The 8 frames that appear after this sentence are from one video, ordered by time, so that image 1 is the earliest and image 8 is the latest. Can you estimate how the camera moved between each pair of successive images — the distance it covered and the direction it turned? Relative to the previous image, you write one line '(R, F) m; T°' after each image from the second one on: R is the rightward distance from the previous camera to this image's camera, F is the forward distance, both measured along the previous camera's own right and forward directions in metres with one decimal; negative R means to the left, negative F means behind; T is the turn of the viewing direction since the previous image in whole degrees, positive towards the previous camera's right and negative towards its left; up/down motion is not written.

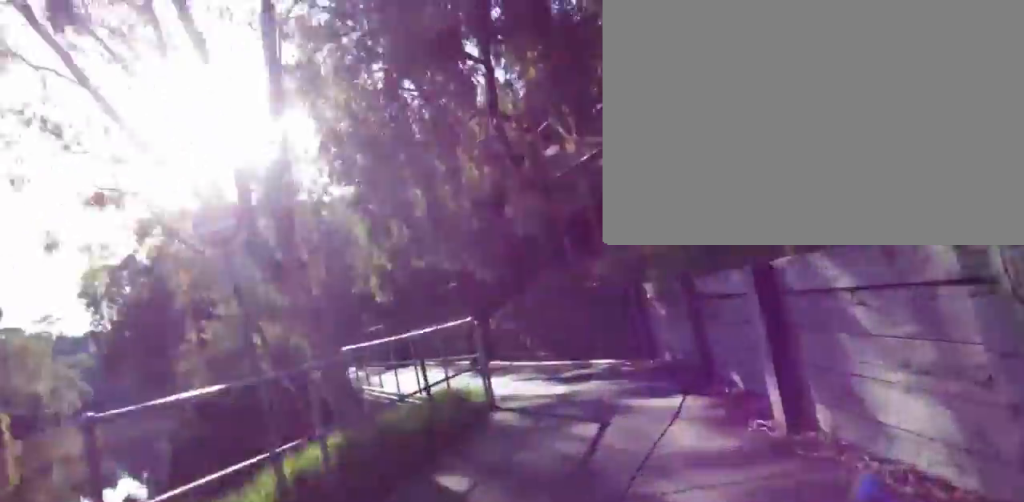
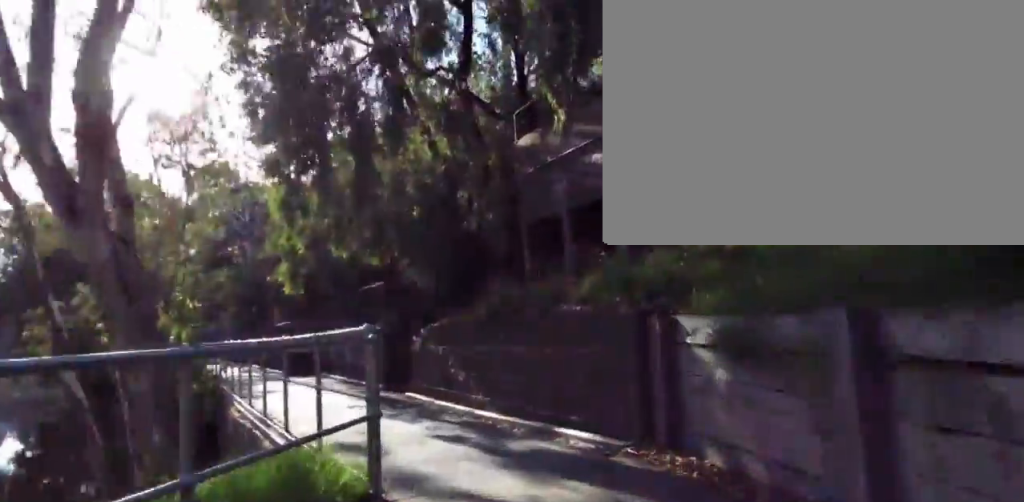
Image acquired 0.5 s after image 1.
(+1.5, +3.7) m; -2°
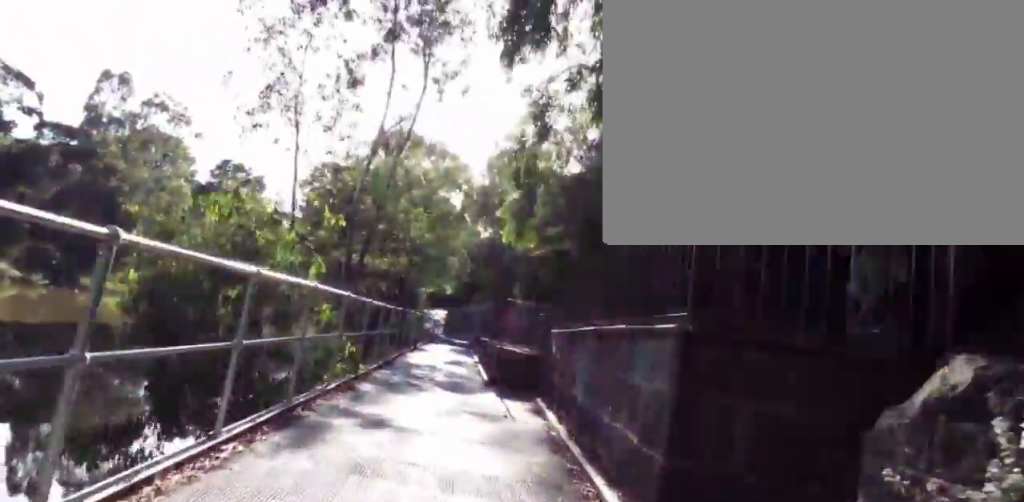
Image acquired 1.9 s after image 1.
(-2.6, +8.7) m; -27°
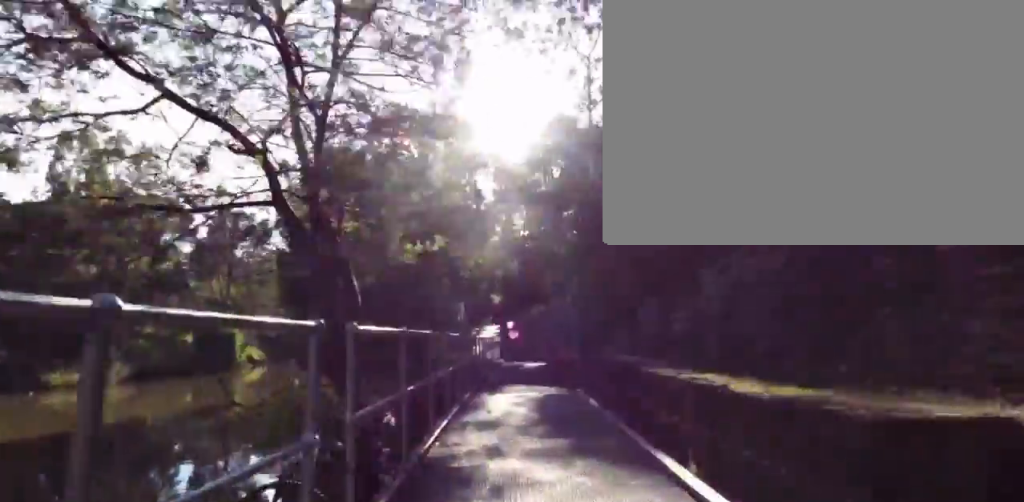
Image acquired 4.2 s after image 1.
(0.0, +15.0) m; 0°
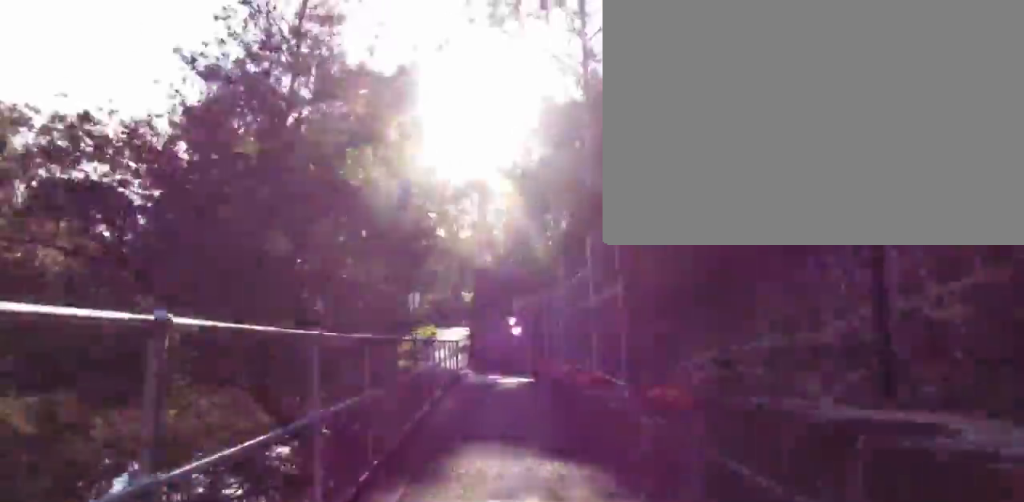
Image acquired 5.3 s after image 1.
(+0.1, +7.9) m; +6°
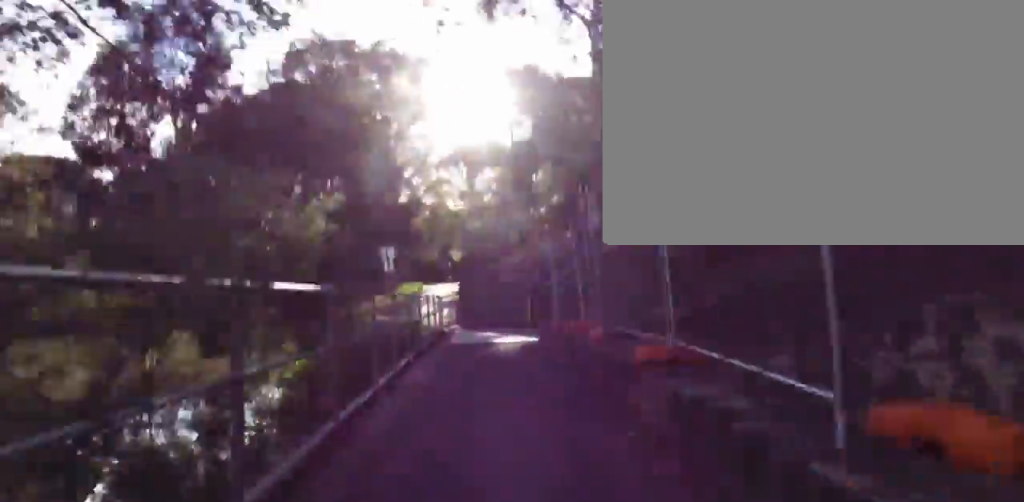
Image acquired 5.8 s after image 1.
(-0.3, +4.1) m; +6°
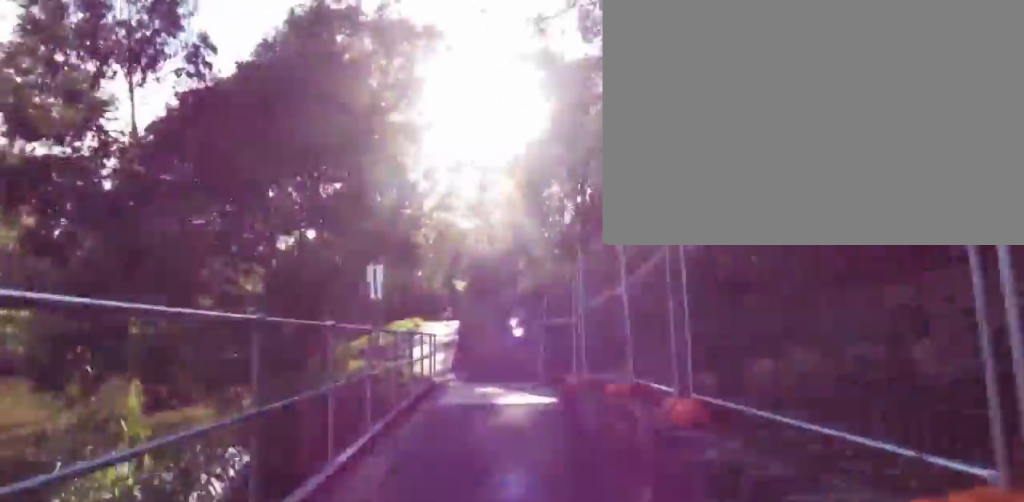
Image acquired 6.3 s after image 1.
(+0.6, +3.0) m; 0°
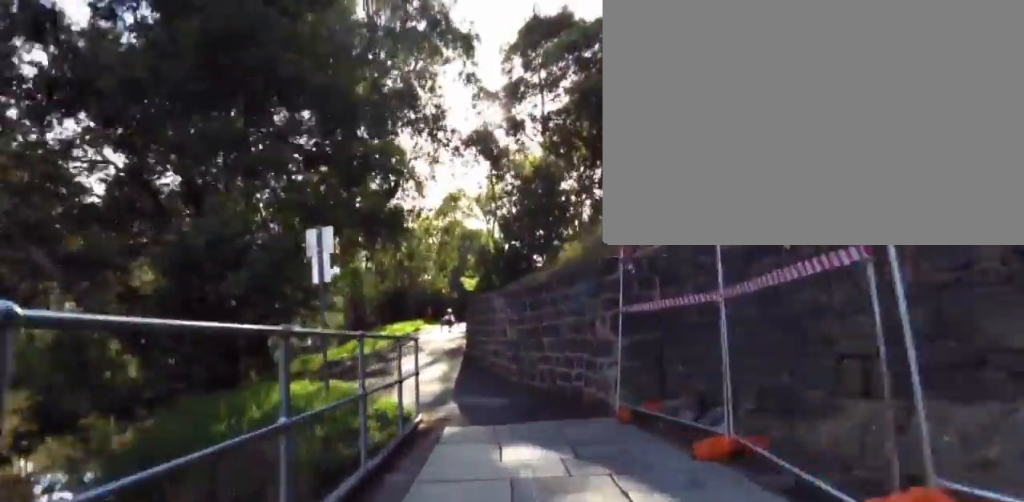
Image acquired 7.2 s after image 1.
(+0.2, +6.3) m; -5°
